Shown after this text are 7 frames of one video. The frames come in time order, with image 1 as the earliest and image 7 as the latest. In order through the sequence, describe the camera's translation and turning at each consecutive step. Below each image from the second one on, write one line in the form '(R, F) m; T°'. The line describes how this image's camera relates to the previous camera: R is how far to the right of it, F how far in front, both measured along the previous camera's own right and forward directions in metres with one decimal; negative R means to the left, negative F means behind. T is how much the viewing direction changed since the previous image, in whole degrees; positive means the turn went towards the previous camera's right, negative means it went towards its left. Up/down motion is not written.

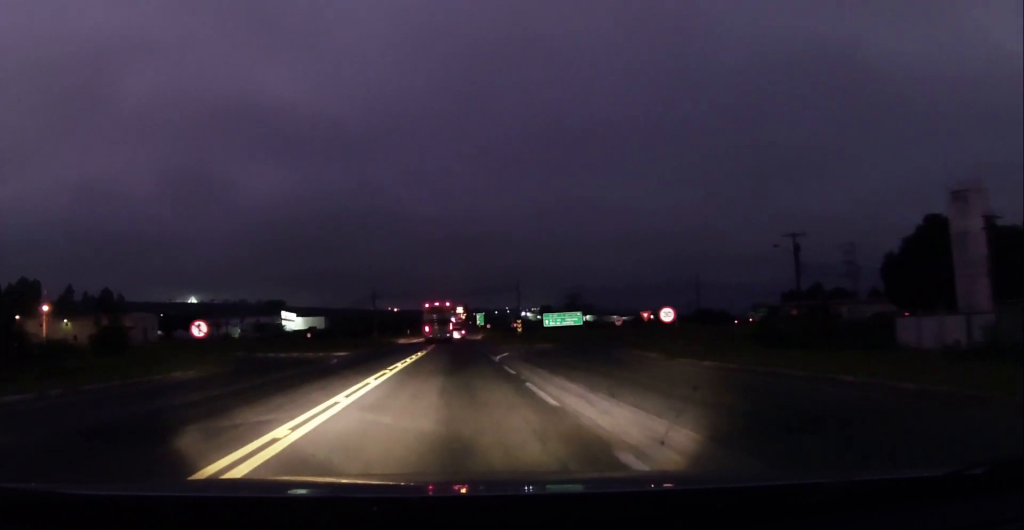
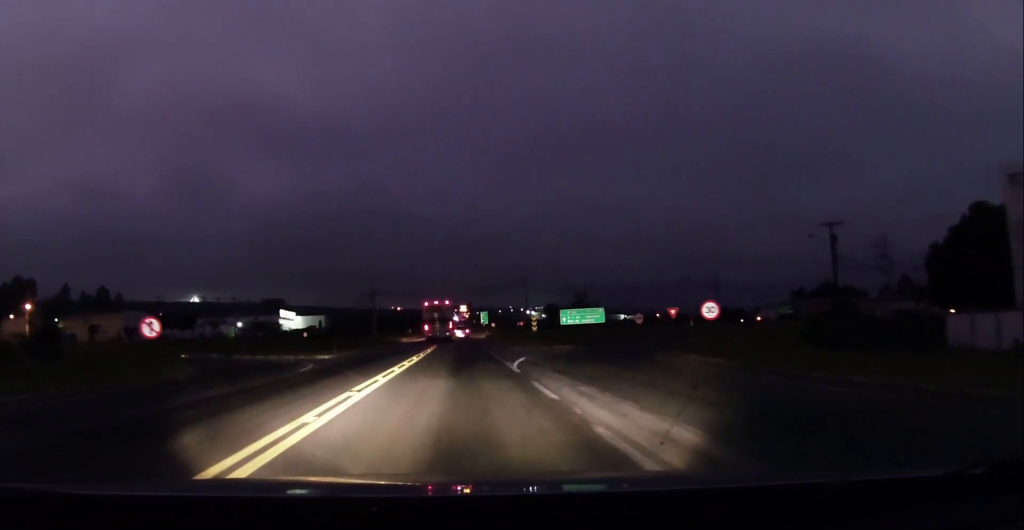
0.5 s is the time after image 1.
(+0.1, +6.9) m; +1°
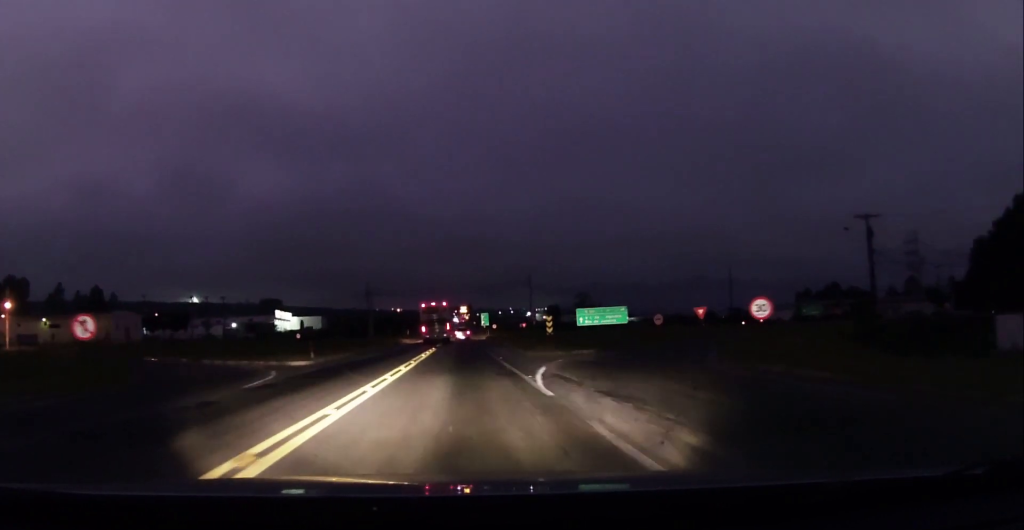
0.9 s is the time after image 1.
(+0.1, +6.4) m; +1°
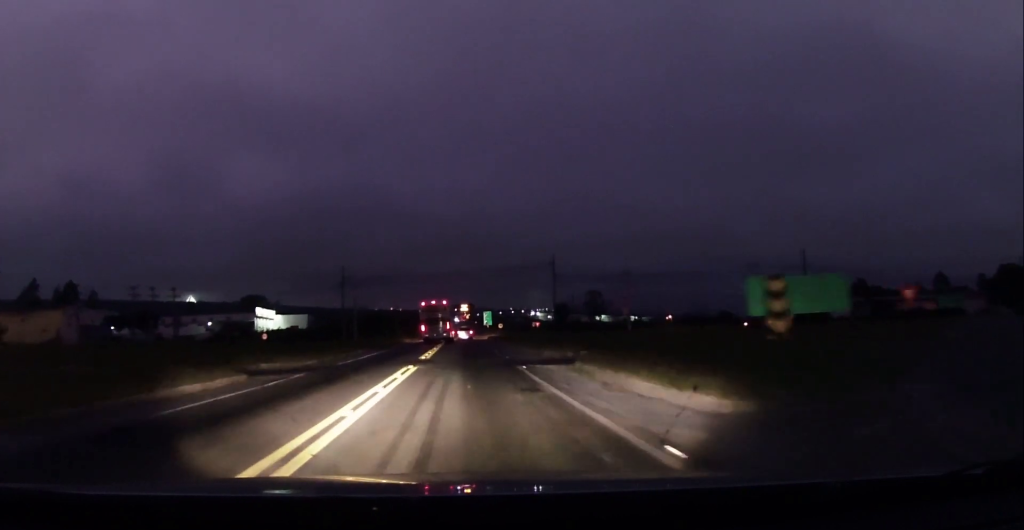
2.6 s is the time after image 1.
(-0.1, +24.0) m; -1°
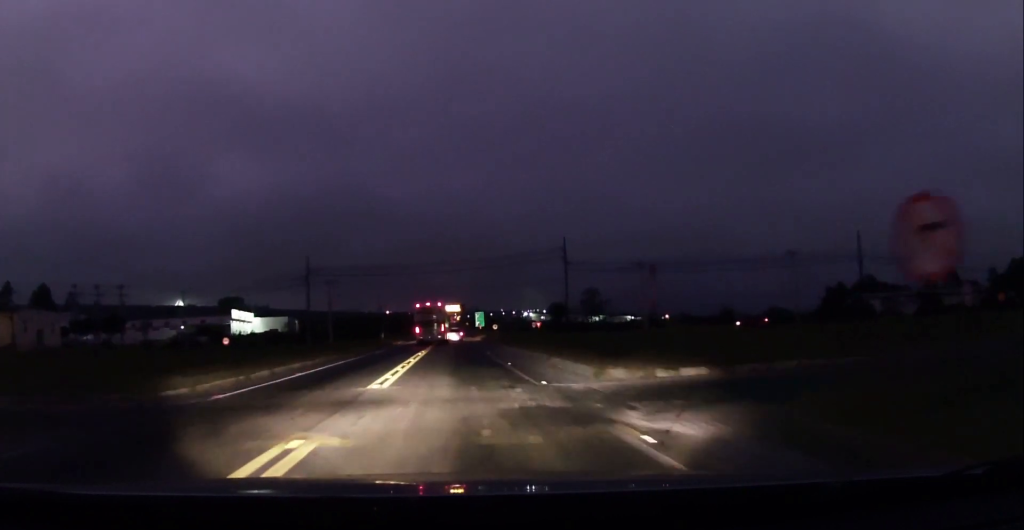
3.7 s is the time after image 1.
(-0.1, +14.8) m; 0°
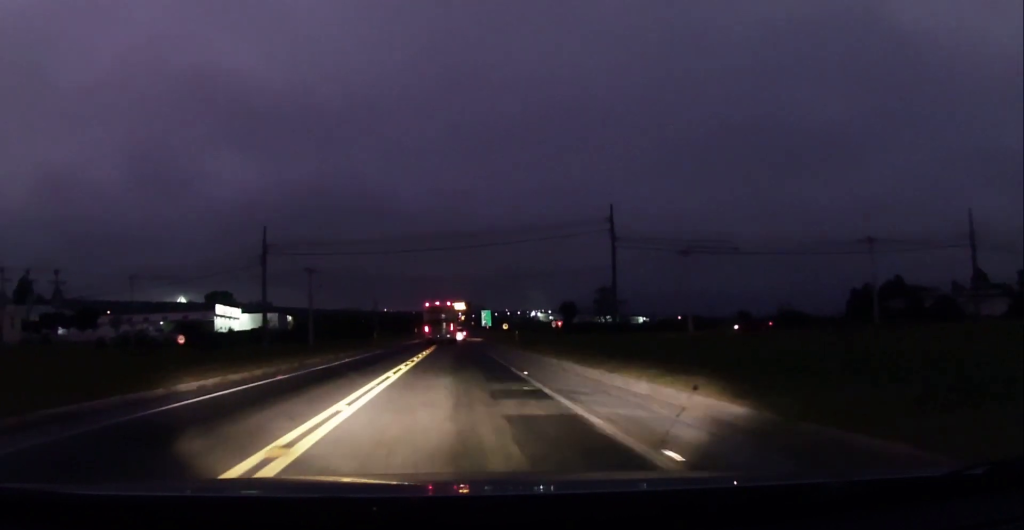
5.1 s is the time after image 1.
(+0.3, +17.5) m; +1°
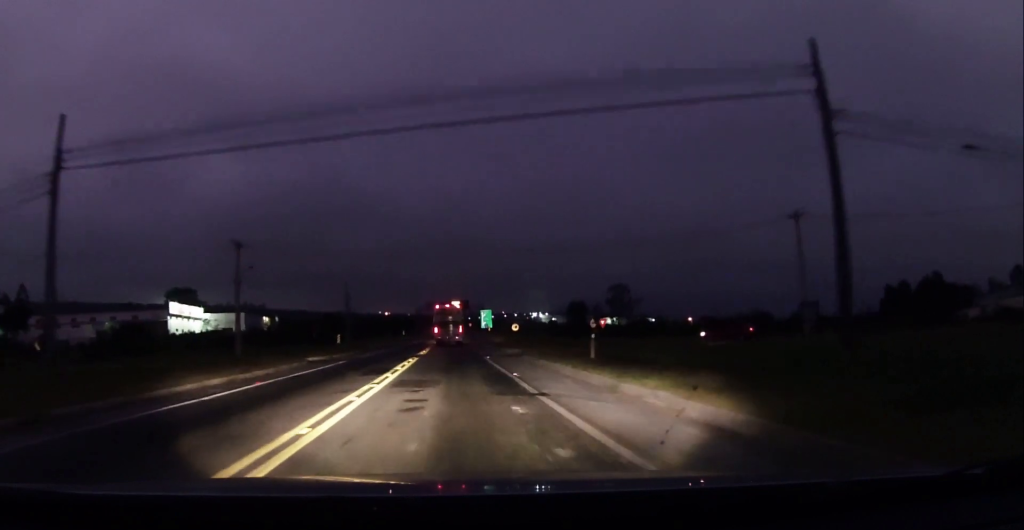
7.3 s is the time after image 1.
(-0.8, +27.5) m; -1°
